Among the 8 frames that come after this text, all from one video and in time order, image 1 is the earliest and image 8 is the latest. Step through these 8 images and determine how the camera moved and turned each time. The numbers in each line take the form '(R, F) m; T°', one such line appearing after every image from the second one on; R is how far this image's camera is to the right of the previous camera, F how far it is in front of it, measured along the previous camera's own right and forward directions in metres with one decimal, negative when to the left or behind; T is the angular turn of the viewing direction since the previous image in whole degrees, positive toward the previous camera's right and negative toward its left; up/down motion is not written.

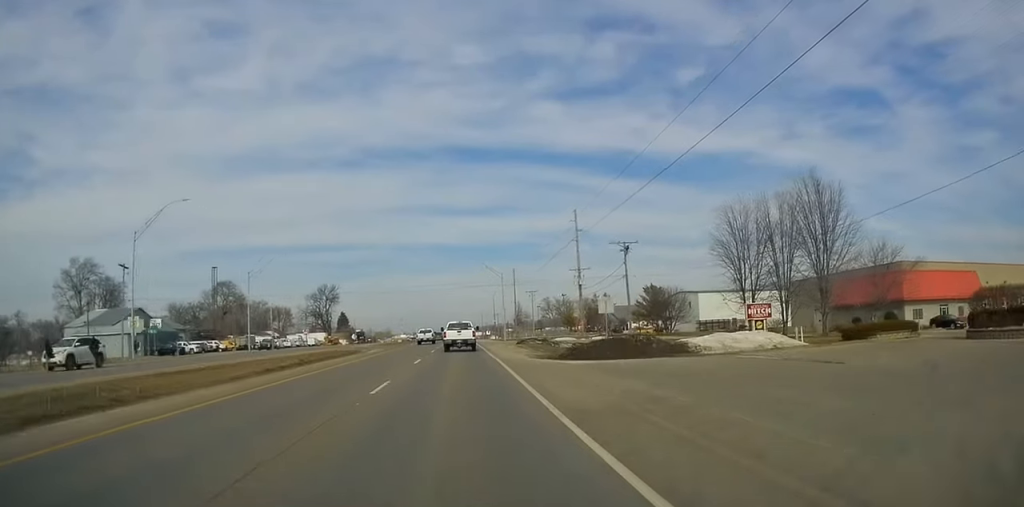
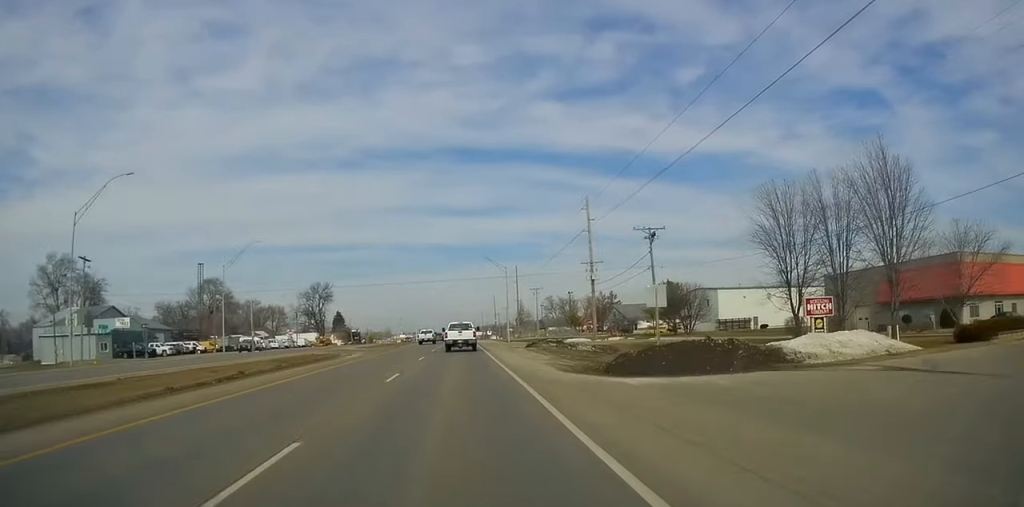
(0.0, +9.0) m; +1°
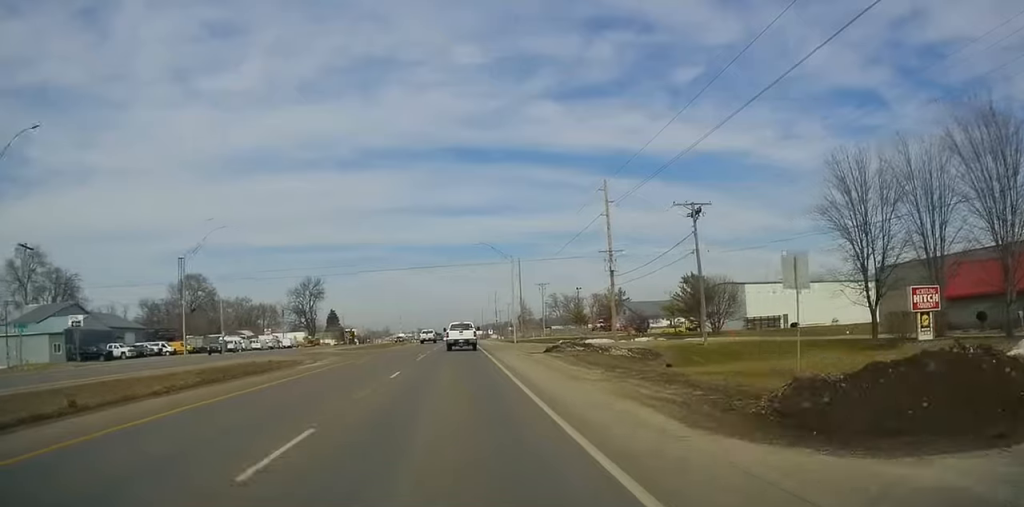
(+0.3, +11.0) m; 0°
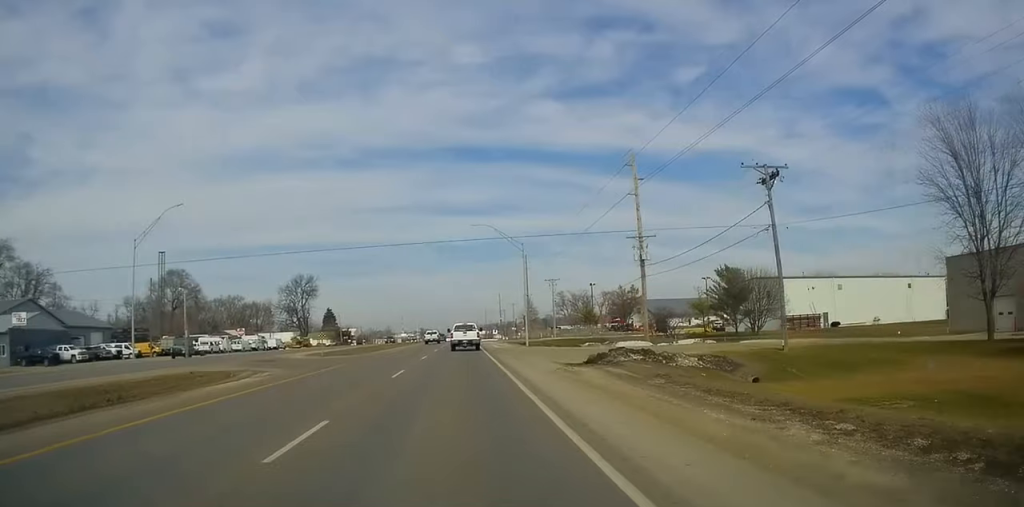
(-0.1, +11.1) m; -1°
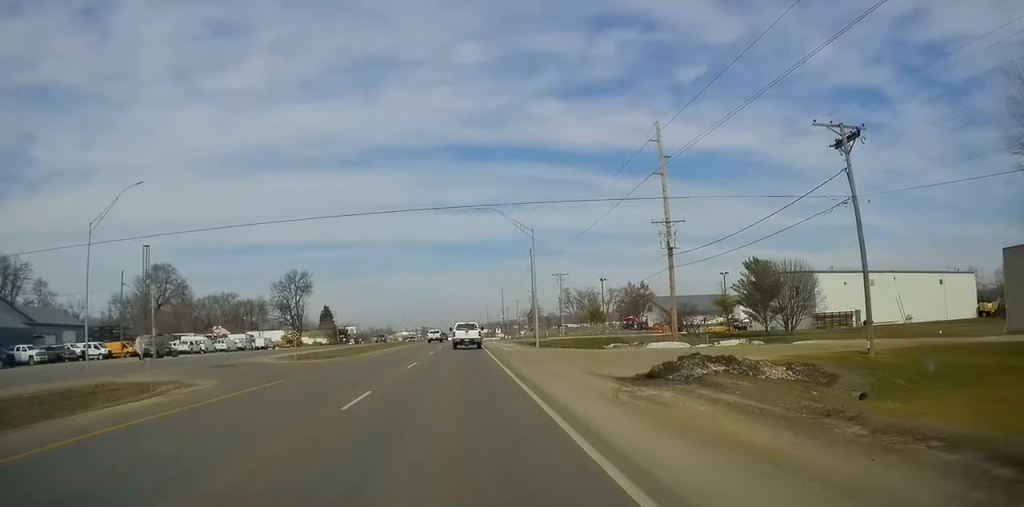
(-0.1, +7.4) m; -1°
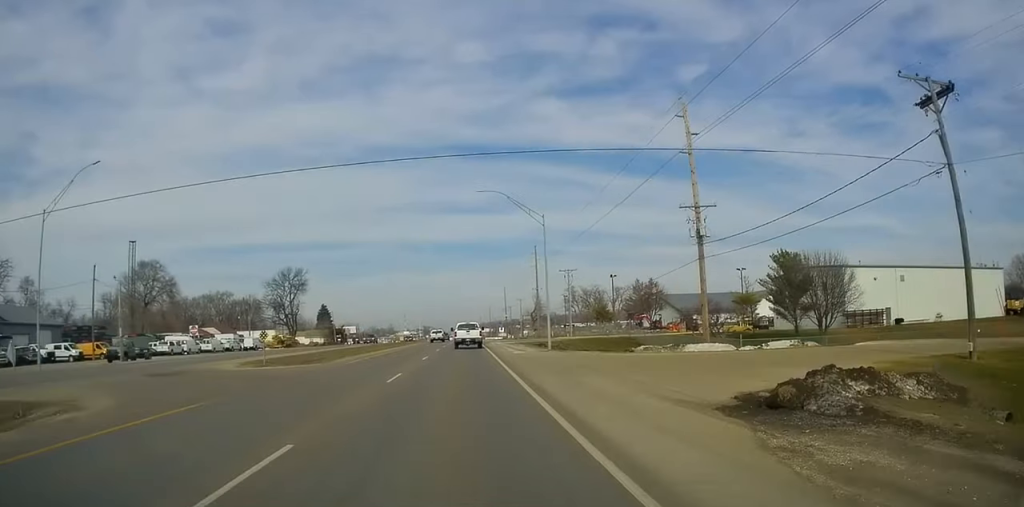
(0.0, +6.4) m; 0°
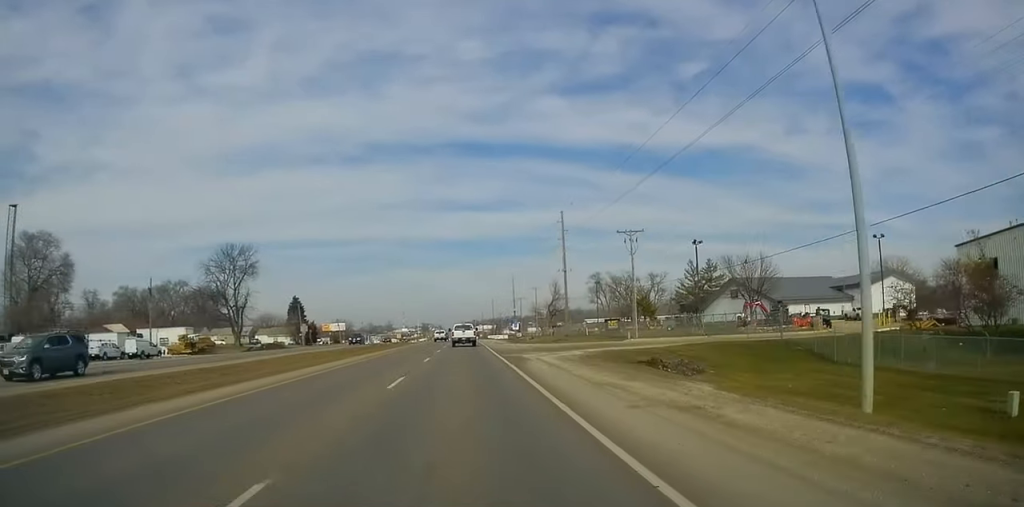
(0.0, +37.9) m; 0°
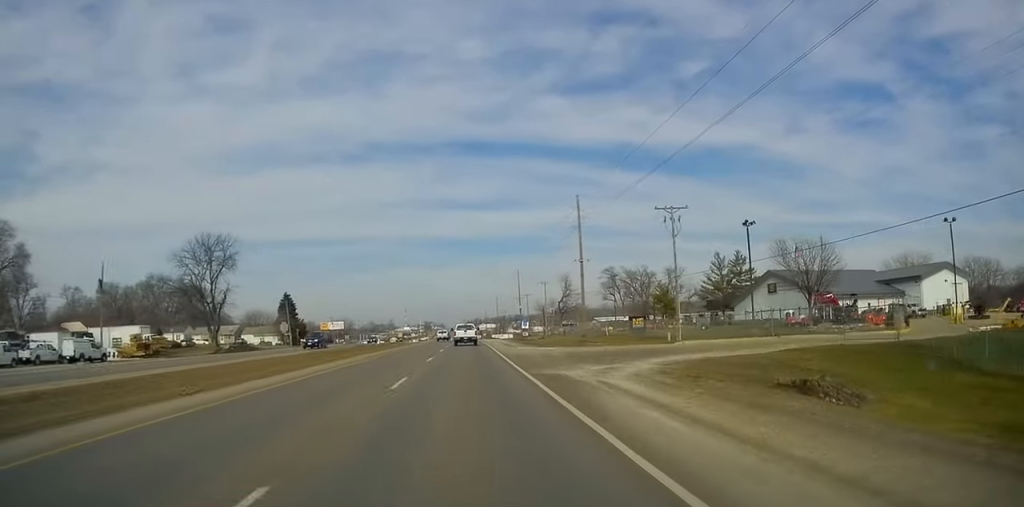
(0.0, +12.2) m; 0°
